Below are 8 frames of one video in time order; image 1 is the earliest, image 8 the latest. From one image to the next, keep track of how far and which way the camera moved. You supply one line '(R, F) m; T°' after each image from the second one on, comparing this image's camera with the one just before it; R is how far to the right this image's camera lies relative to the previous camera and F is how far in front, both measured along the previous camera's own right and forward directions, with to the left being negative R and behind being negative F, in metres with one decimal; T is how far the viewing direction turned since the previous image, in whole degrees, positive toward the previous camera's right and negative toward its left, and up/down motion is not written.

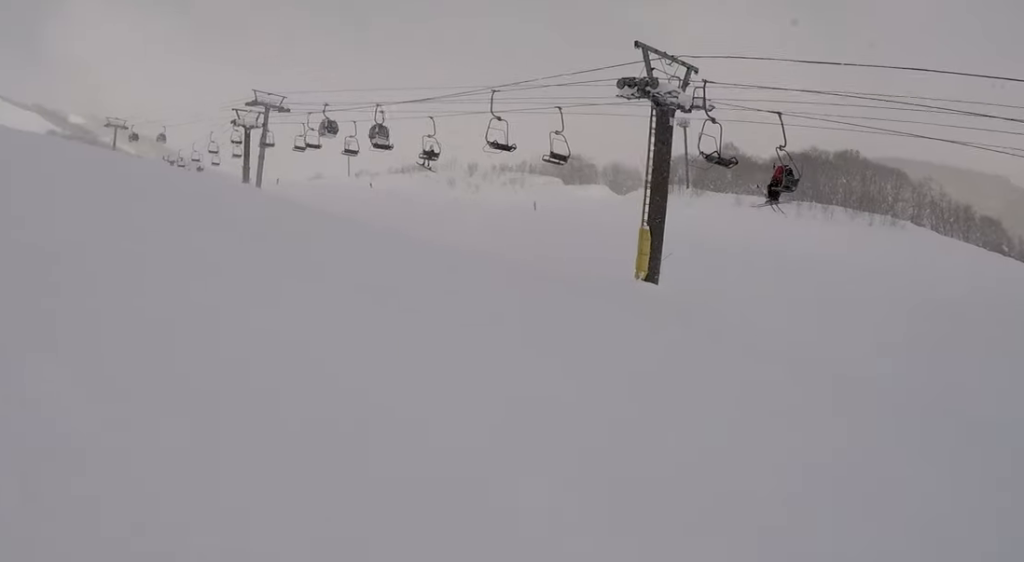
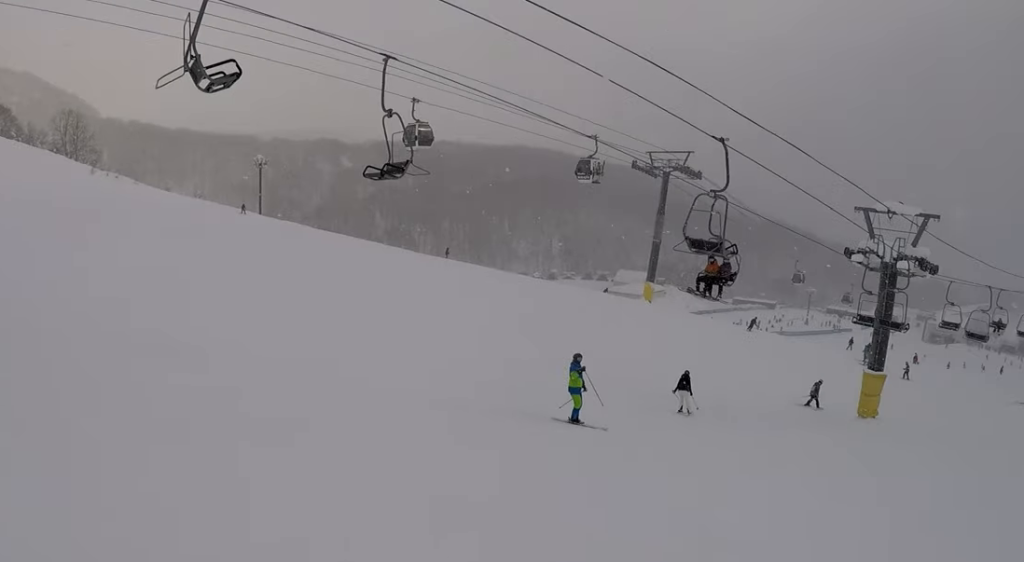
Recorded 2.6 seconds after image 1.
(-5.4, +7.3) m; -49°
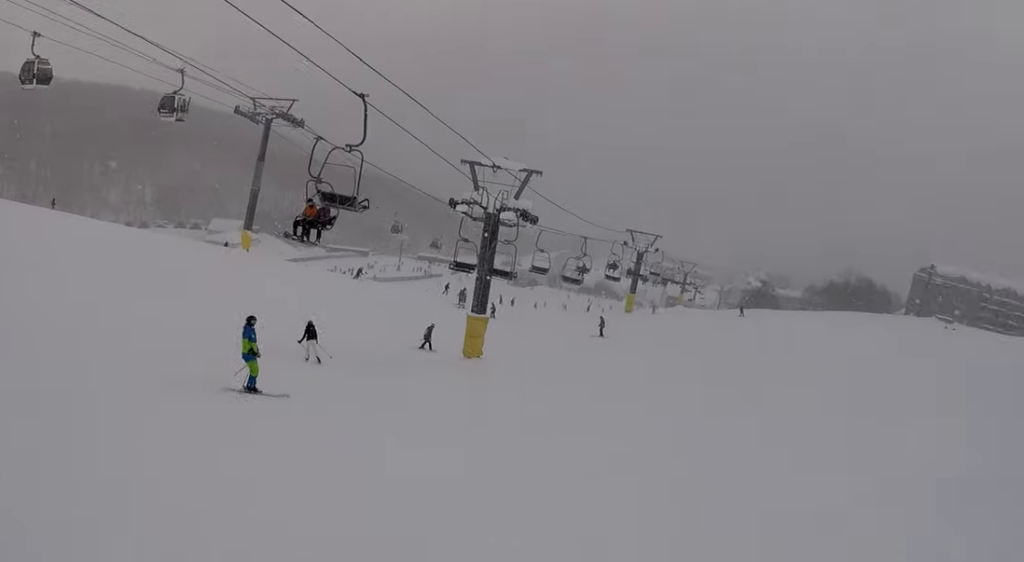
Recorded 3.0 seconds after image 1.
(-0.6, +1.3) m; +9°
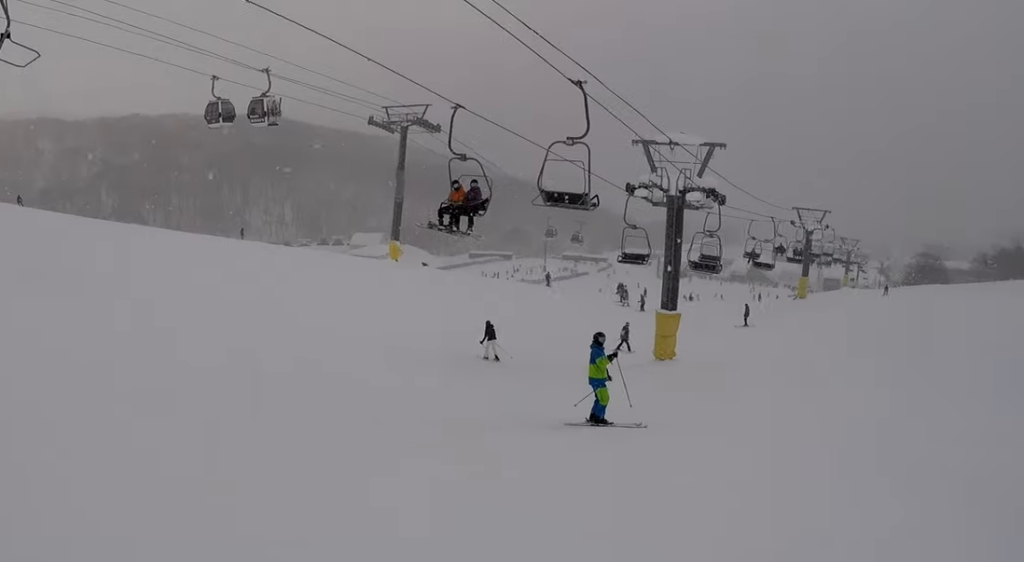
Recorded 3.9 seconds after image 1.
(+2.0, +3.7) m; +16°
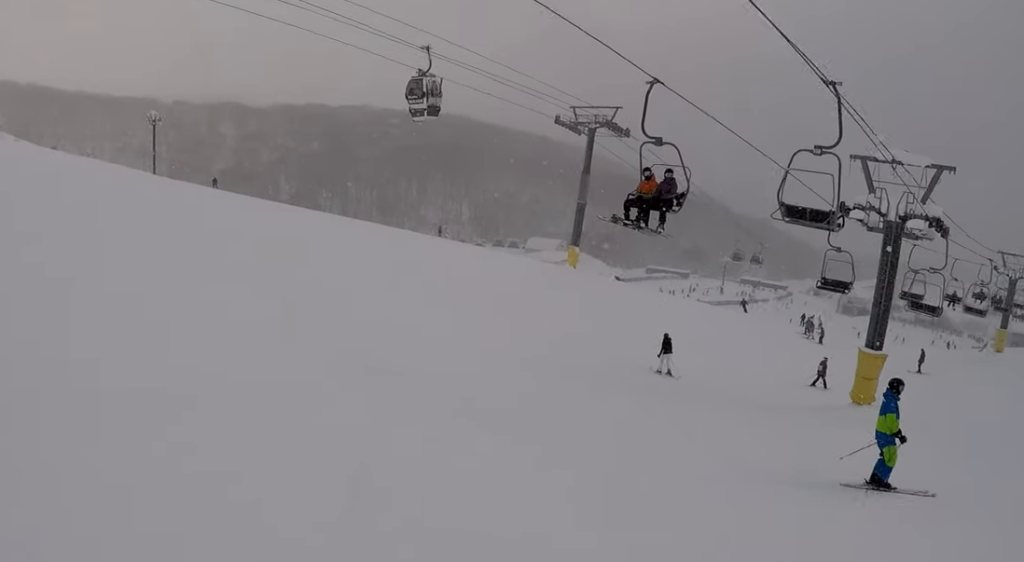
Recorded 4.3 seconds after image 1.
(-0.2, +2.2) m; +3°
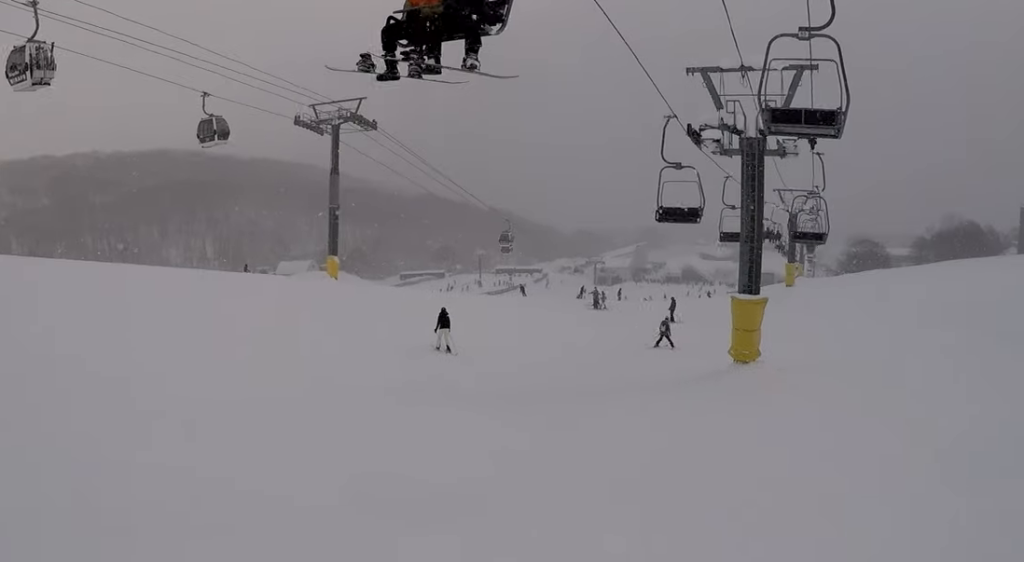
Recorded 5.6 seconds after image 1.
(+0.3, +6.7) m; +19°
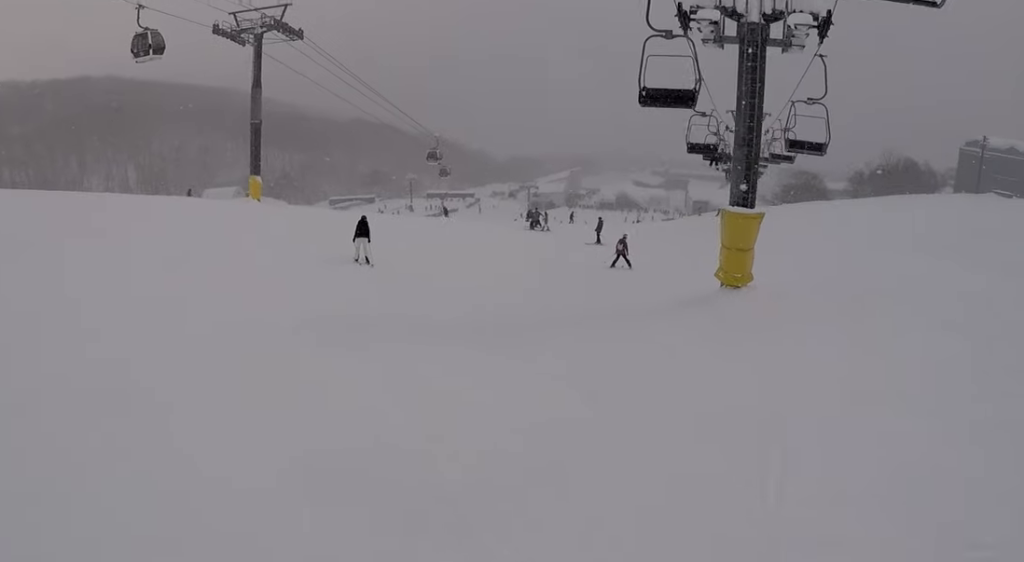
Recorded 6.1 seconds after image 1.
(+0.1, +3.1) m; +11°
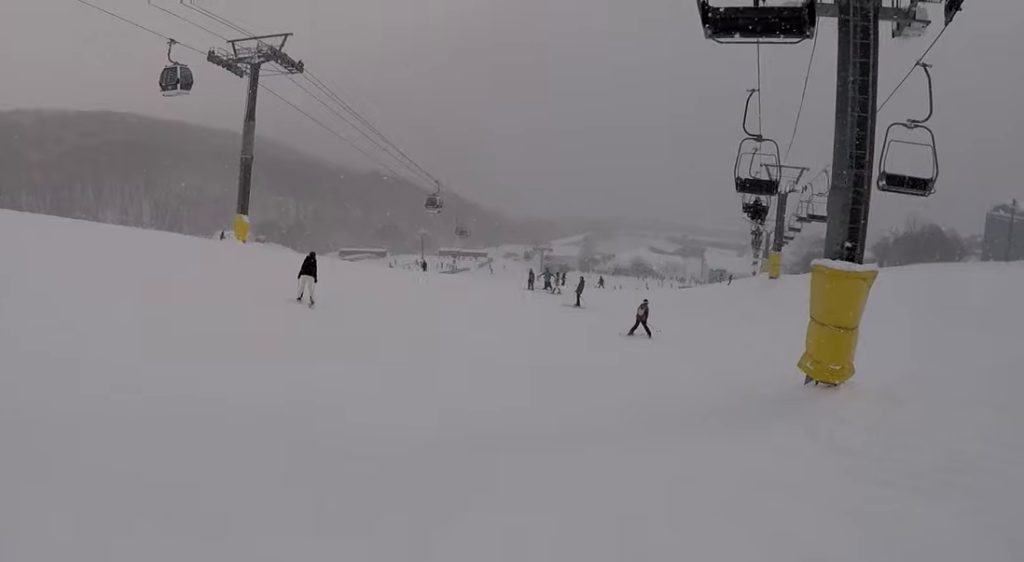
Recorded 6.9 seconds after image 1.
(+1.0, +5.4) m; 0°
